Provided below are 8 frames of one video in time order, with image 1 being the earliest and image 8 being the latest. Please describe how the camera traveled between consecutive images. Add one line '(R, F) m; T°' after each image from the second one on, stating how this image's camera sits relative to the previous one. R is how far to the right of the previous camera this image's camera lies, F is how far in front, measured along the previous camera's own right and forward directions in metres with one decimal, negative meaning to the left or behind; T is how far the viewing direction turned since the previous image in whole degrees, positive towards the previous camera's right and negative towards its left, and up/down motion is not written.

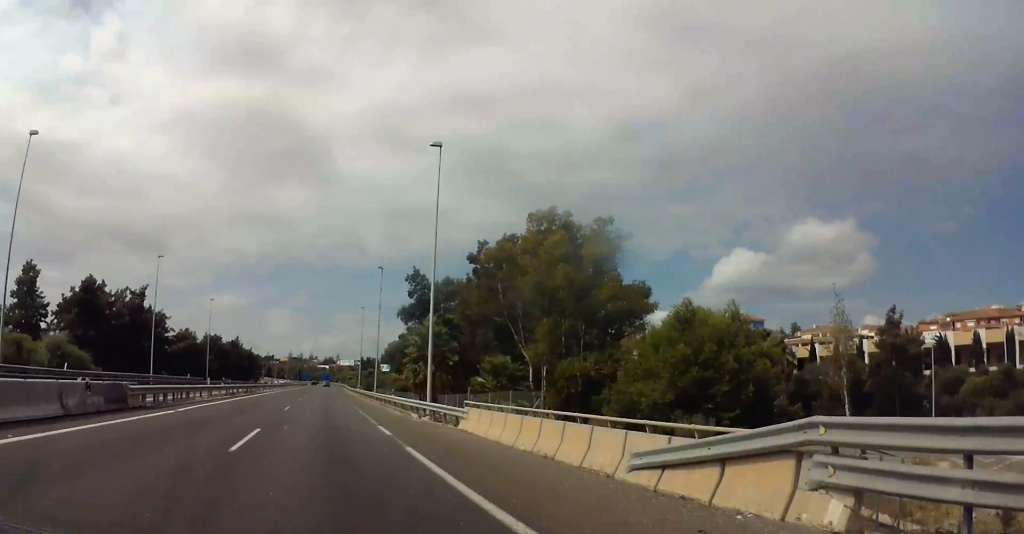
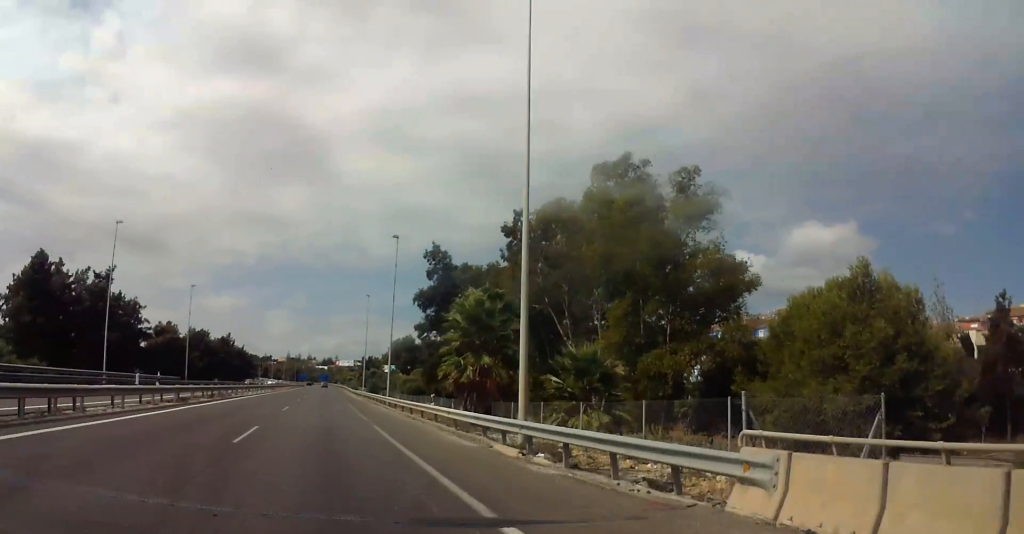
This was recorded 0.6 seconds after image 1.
(-0.1, +16.0) m; 0°
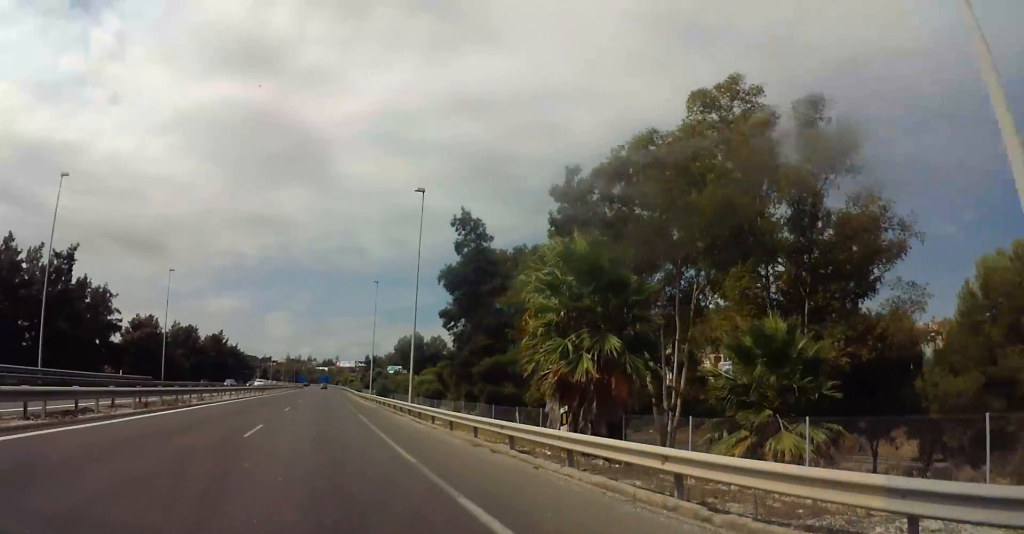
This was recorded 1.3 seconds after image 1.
(0.0, +16.0) m; 0°
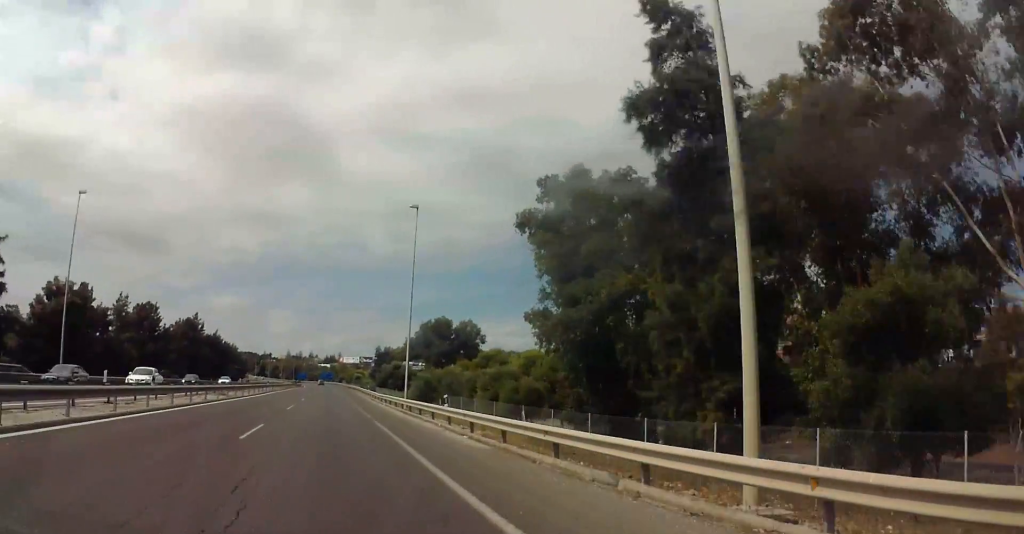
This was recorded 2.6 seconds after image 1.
(0.0, +33.9) m; 0°
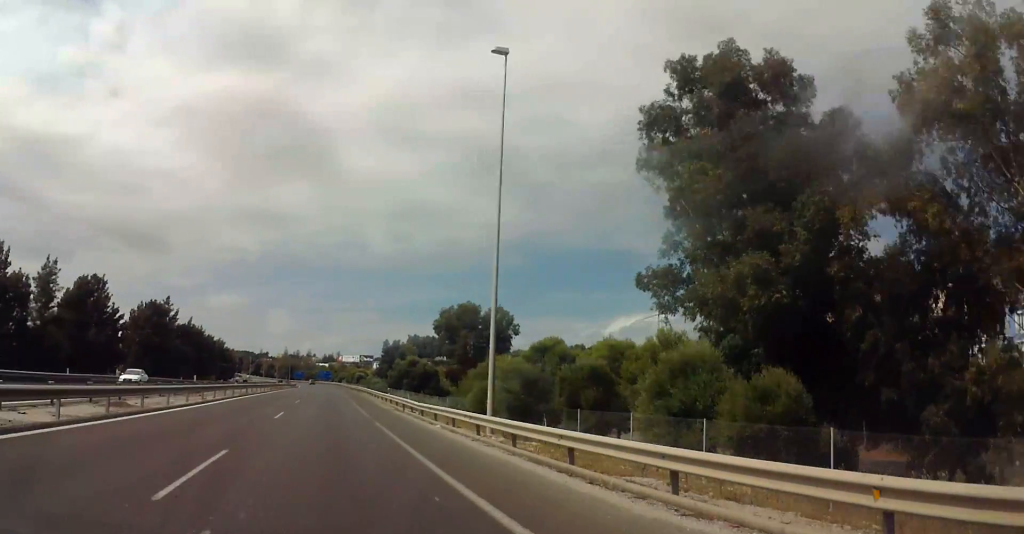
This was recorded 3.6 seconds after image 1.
(+0.1, +24.9) m; +1°
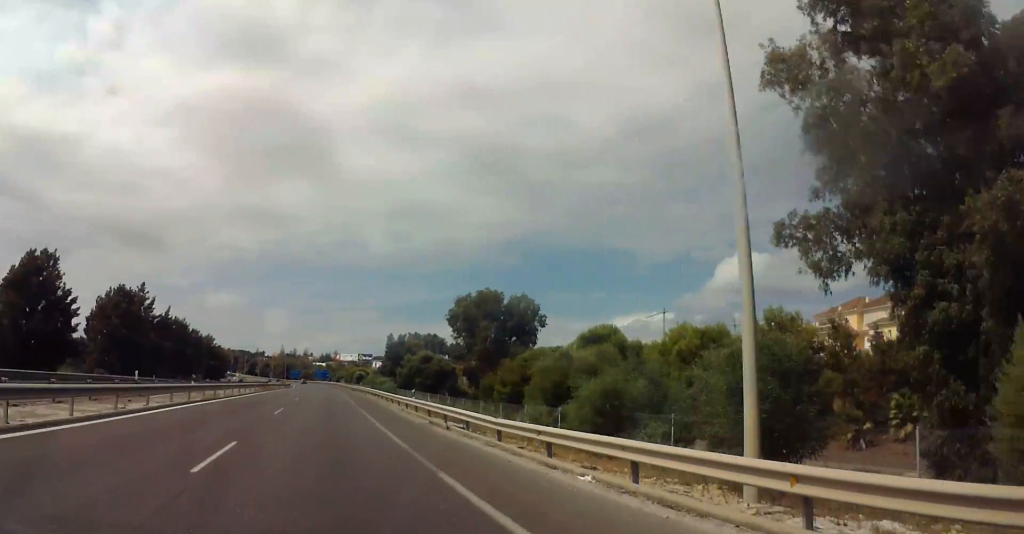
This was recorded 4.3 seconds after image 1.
(+0.1, +15.9) m; 0°
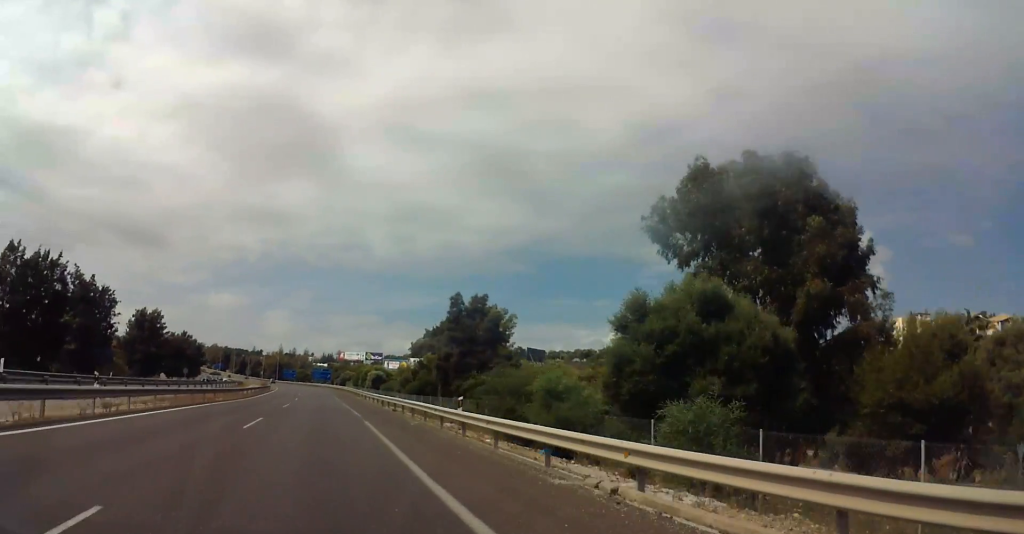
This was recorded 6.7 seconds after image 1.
(-0.5, +60.4) m; 0°
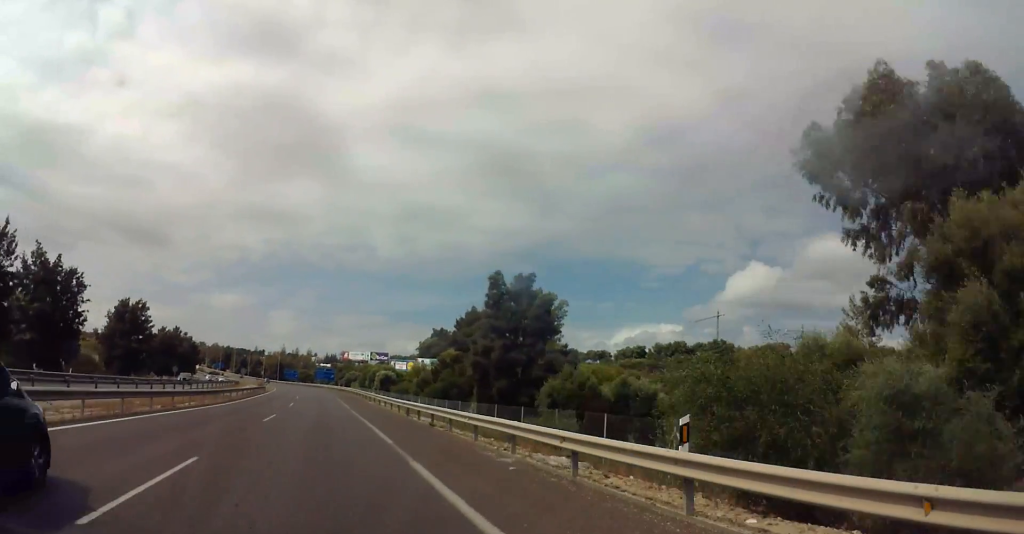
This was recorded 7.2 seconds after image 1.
(0.0, +12.8) m; 0°
